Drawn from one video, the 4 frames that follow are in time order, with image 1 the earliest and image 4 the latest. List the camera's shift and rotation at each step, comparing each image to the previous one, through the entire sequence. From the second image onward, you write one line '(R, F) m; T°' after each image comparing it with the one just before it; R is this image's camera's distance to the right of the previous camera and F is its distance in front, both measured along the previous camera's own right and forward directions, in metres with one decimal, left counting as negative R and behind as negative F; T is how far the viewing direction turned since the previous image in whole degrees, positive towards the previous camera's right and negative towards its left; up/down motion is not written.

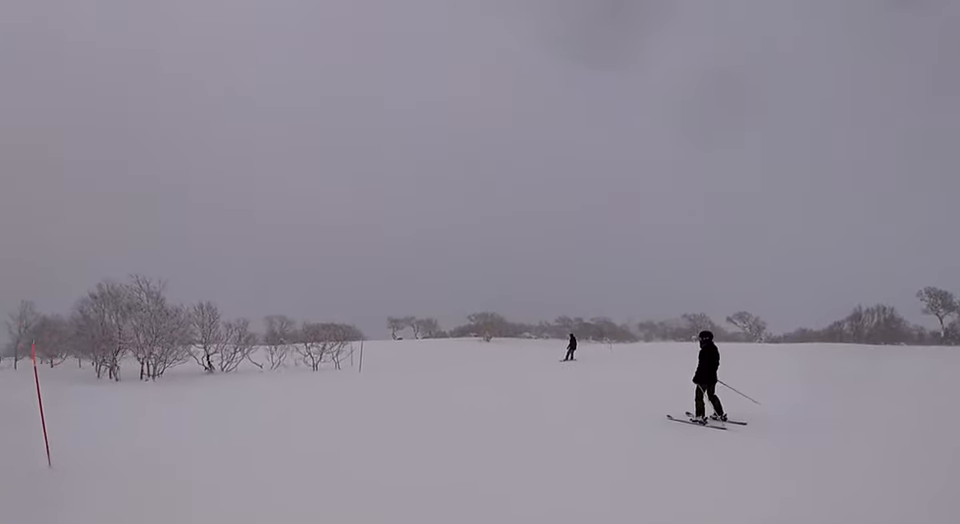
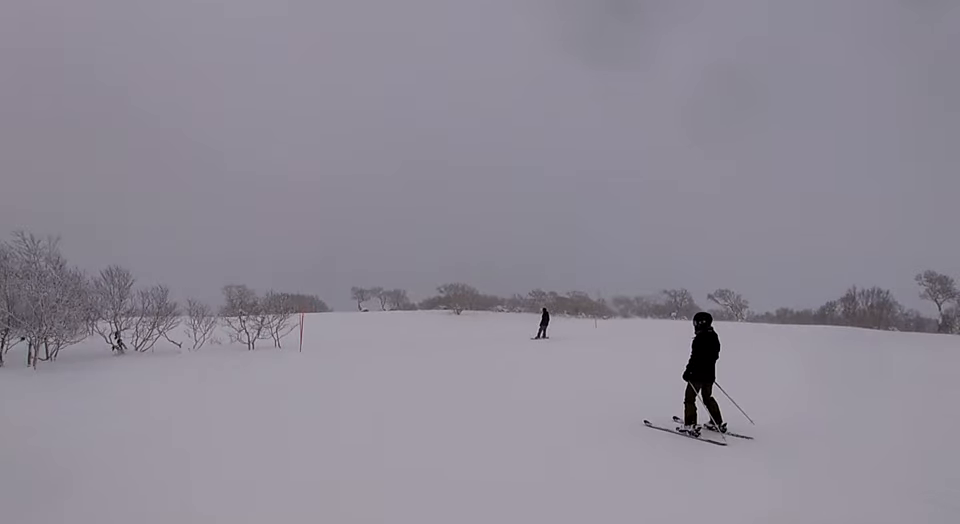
(+0.7, +4.1) m; -4°
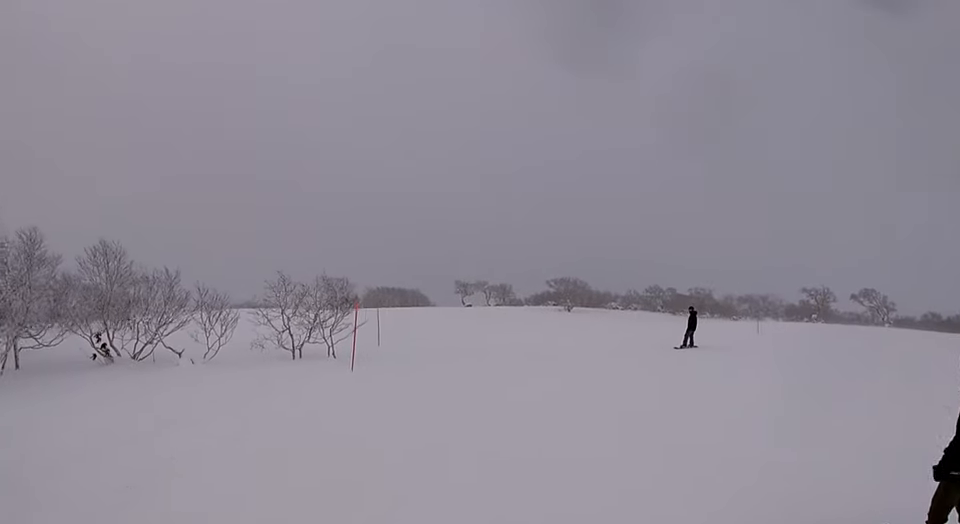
(-1.8, +6.9) m; -11°
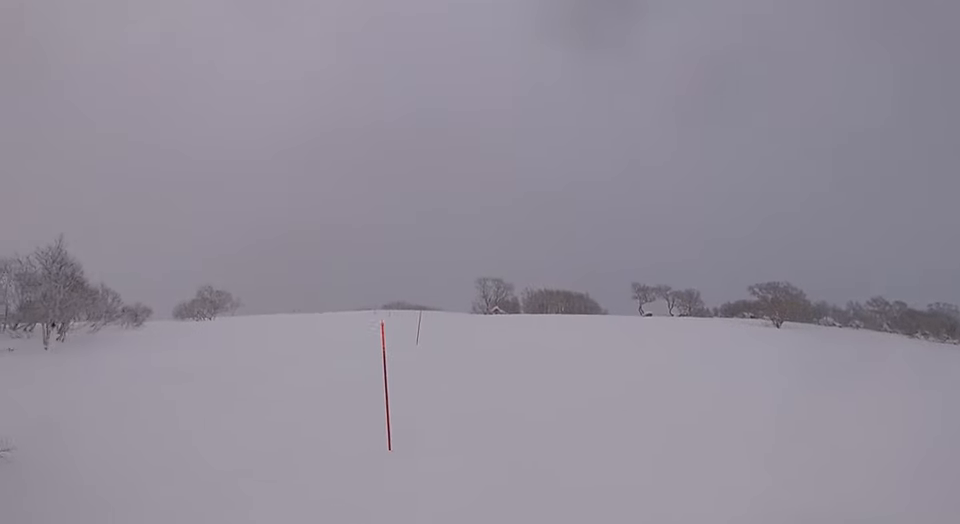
(-1.3, +15.7) m; -10°
